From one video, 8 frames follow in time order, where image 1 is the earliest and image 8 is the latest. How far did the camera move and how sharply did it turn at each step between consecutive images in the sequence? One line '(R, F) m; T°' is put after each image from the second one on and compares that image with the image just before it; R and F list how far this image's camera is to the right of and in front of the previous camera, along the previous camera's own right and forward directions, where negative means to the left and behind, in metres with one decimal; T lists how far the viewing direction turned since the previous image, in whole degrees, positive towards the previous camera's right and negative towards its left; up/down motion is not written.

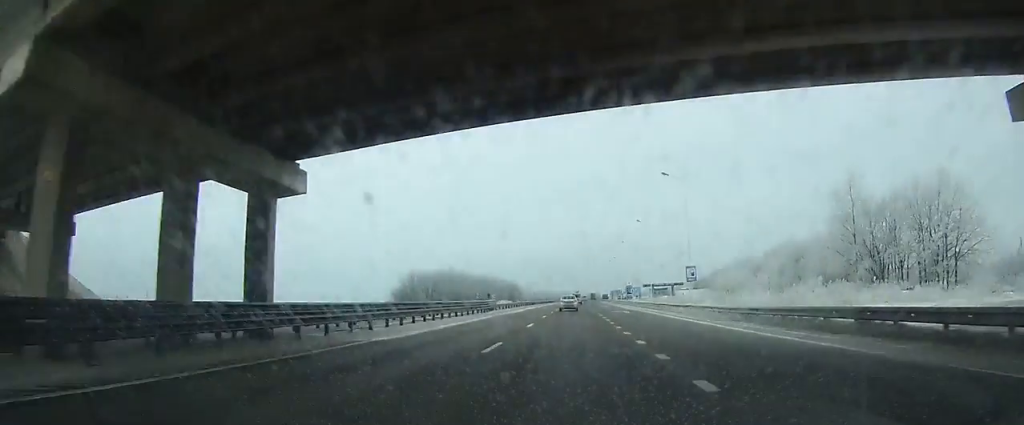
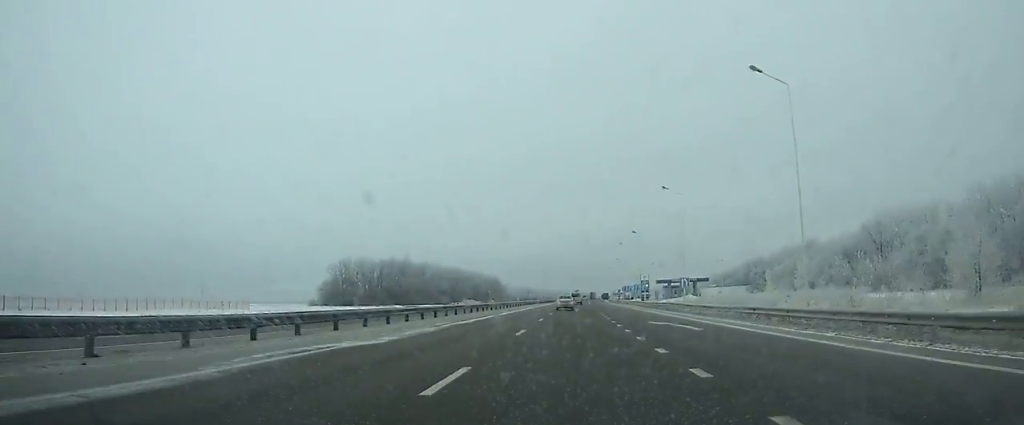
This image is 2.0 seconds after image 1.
(+0.3, +50.6) m; 0°
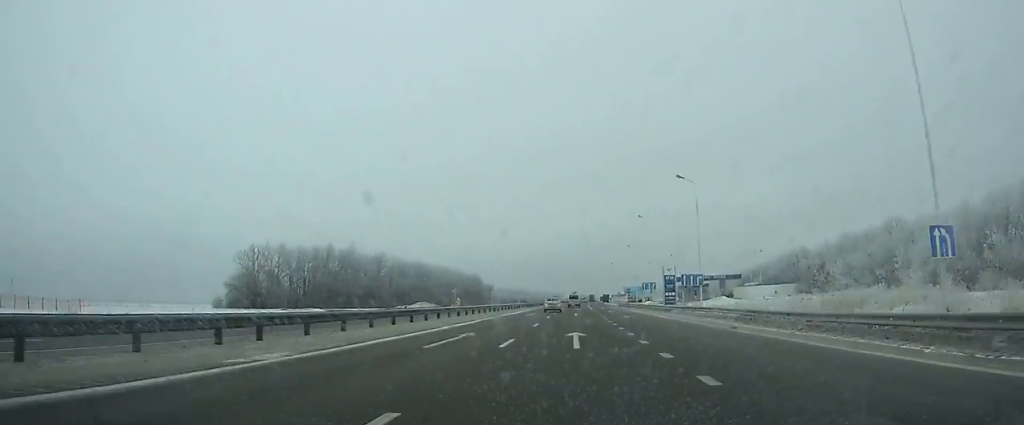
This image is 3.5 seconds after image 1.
(+0.1, +37.4) m; 0°
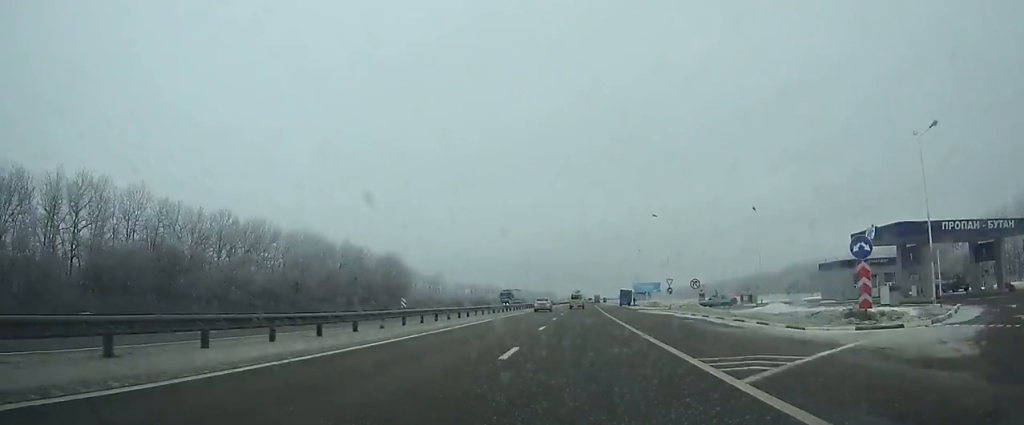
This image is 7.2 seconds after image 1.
(+0.7, +89.7) m; +1°
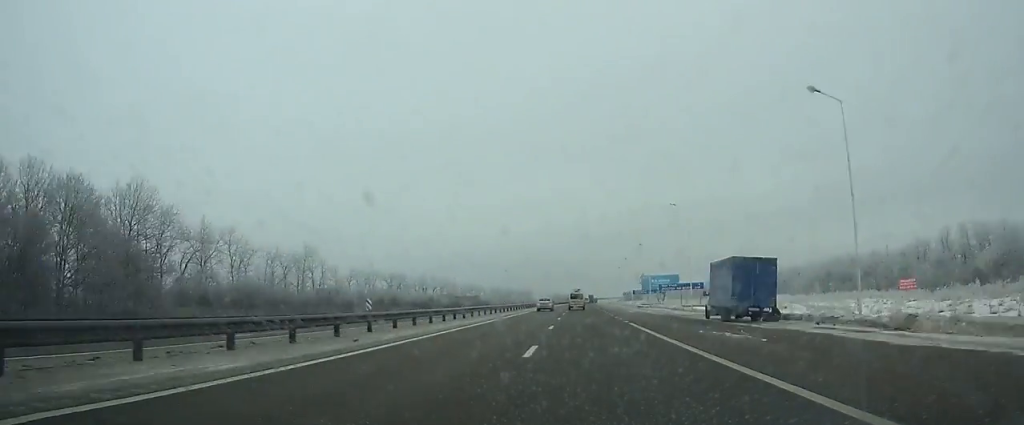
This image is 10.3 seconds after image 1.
(+0.7, +78.9) m; +1°
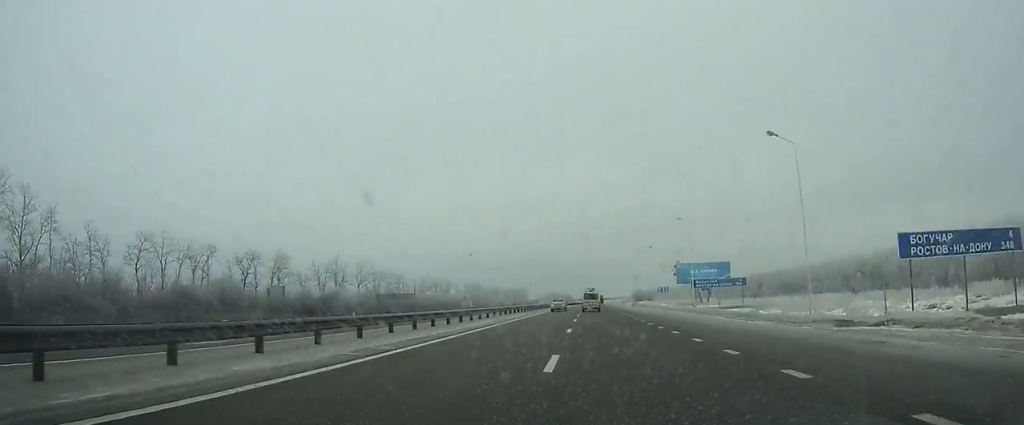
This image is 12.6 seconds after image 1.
(+0.1, +61.2) m; +1°
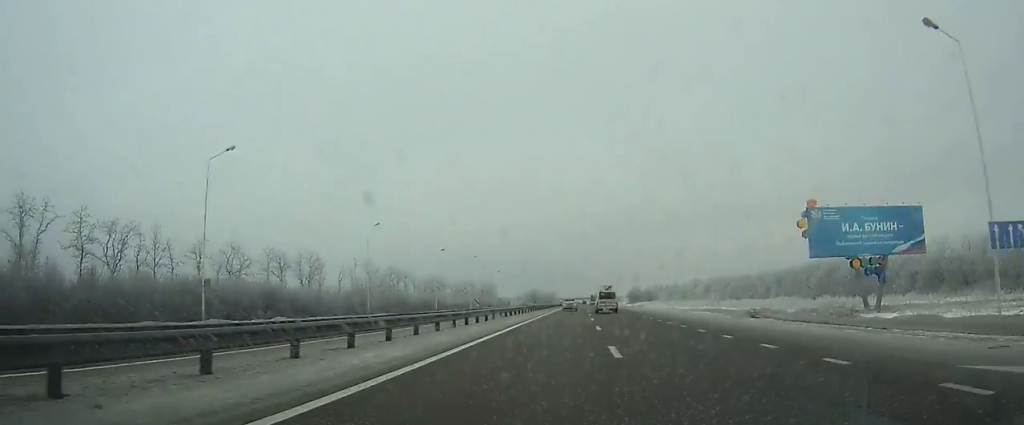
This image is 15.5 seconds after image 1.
(+0.5, +81.5) m; +1°
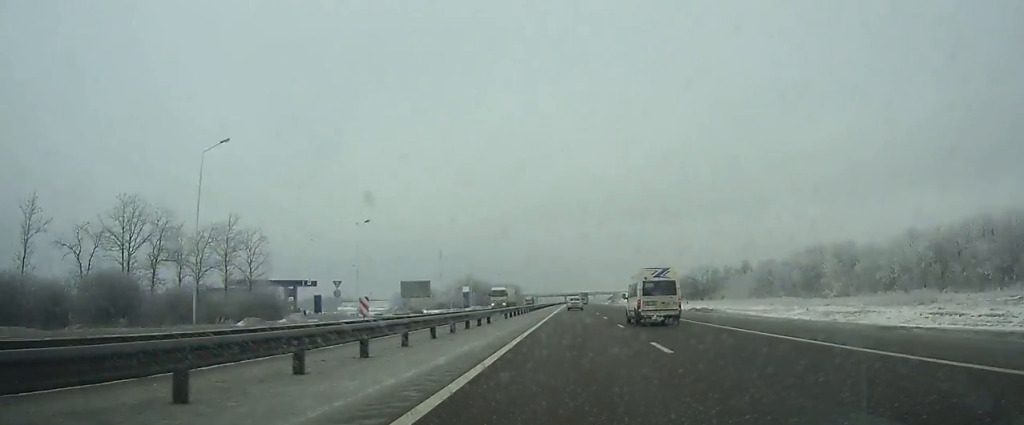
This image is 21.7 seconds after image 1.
(+3.4, +186.1) m; +2°
